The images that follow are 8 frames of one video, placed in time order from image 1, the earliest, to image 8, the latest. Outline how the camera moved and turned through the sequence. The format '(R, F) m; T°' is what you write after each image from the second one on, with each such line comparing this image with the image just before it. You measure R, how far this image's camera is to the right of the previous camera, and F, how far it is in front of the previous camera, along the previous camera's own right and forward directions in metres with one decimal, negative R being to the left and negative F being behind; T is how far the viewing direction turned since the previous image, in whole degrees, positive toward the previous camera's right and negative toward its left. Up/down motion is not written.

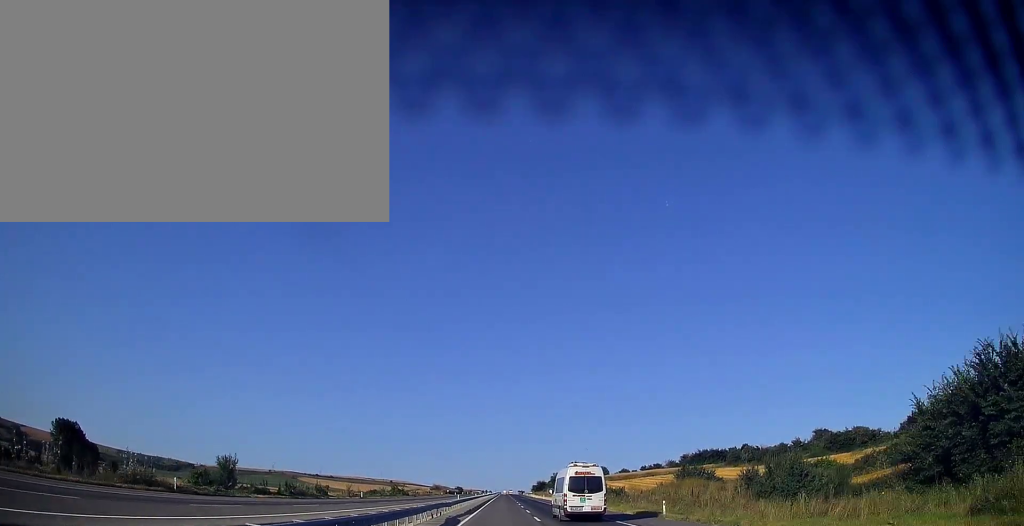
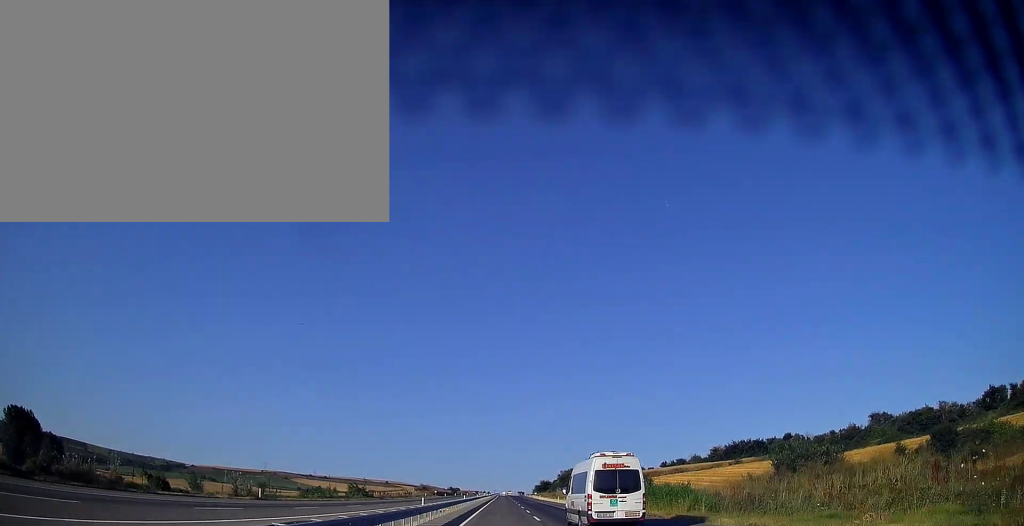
(0.0, +35.1) m; 0°
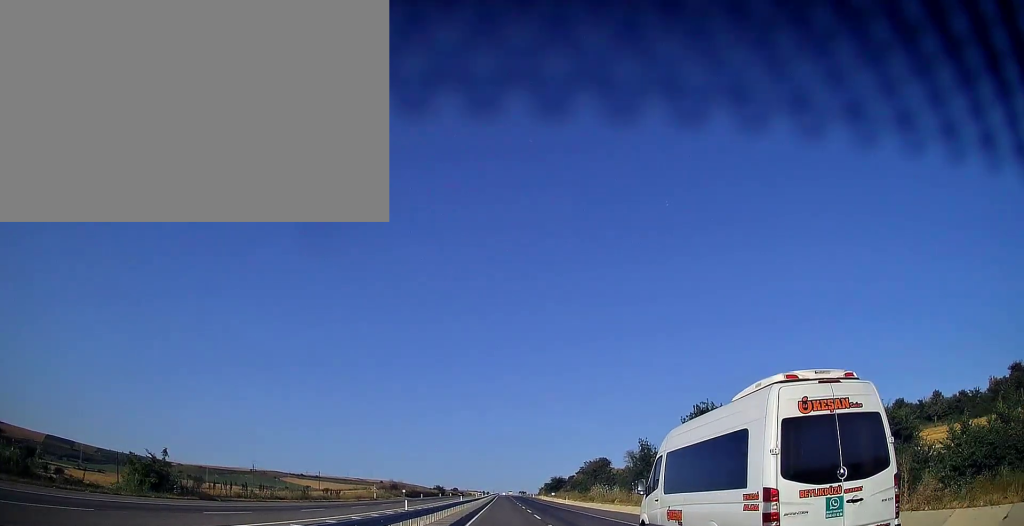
(-0.1, +57.5) m; 0°
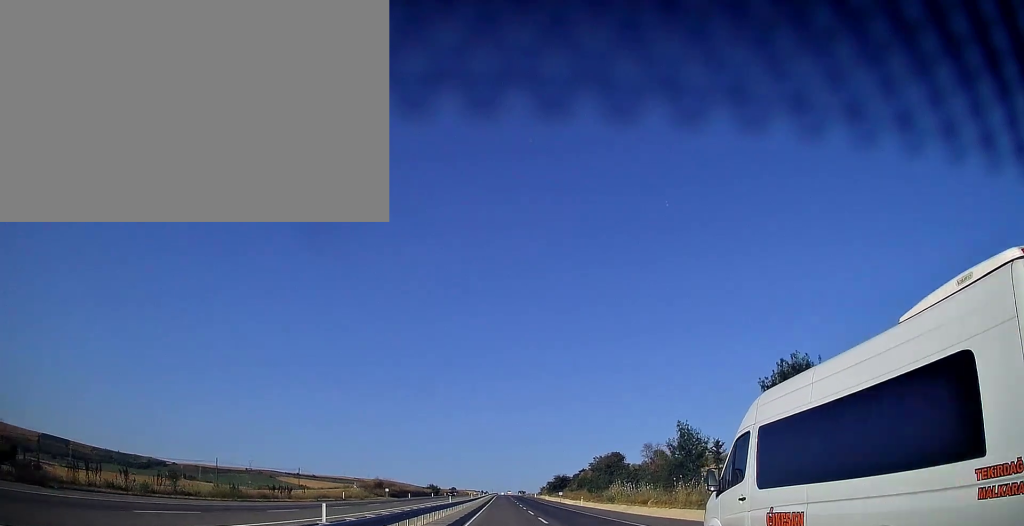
(0.0, +16.6) m; 0°
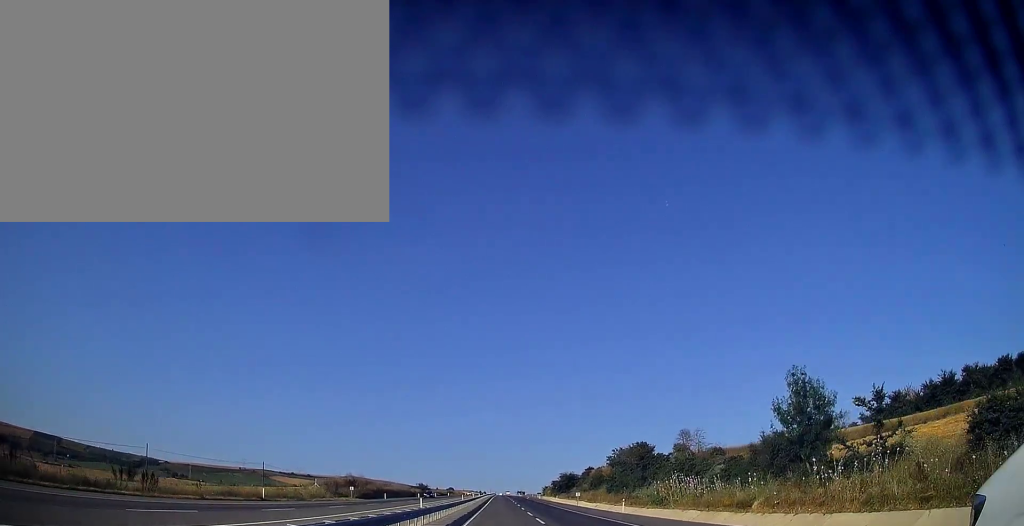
(+0.1, +23.5) m; 0°
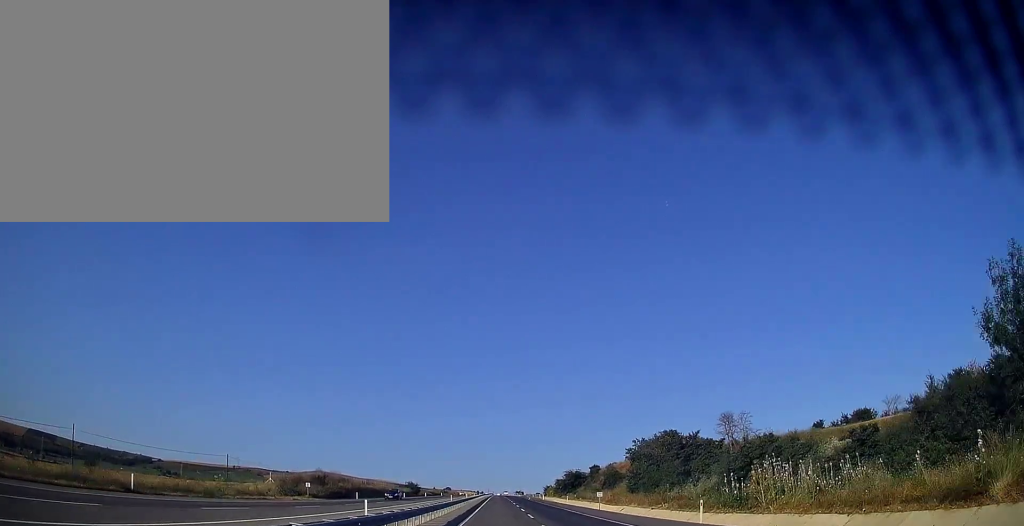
(0.0, +16.6) m; 0°
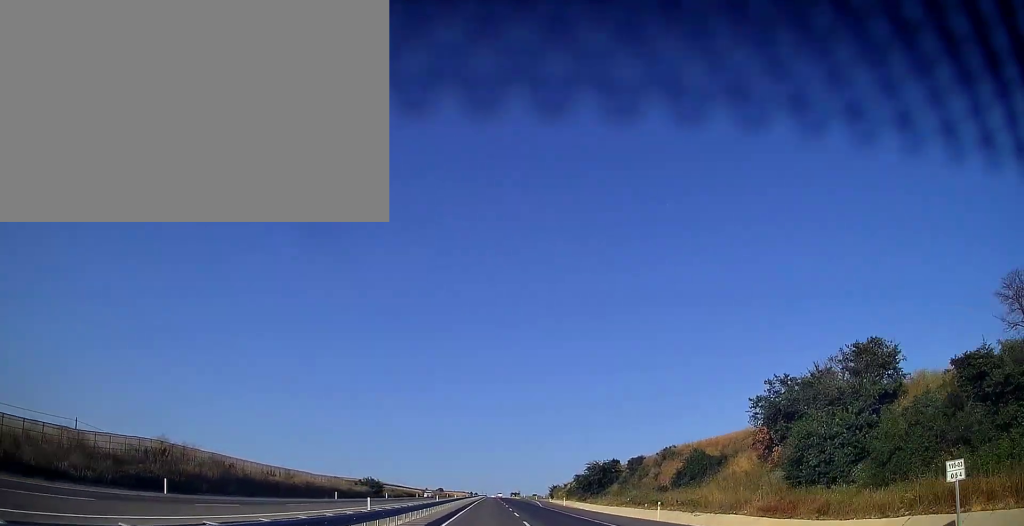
(+0.2, +45.9) m; +1°
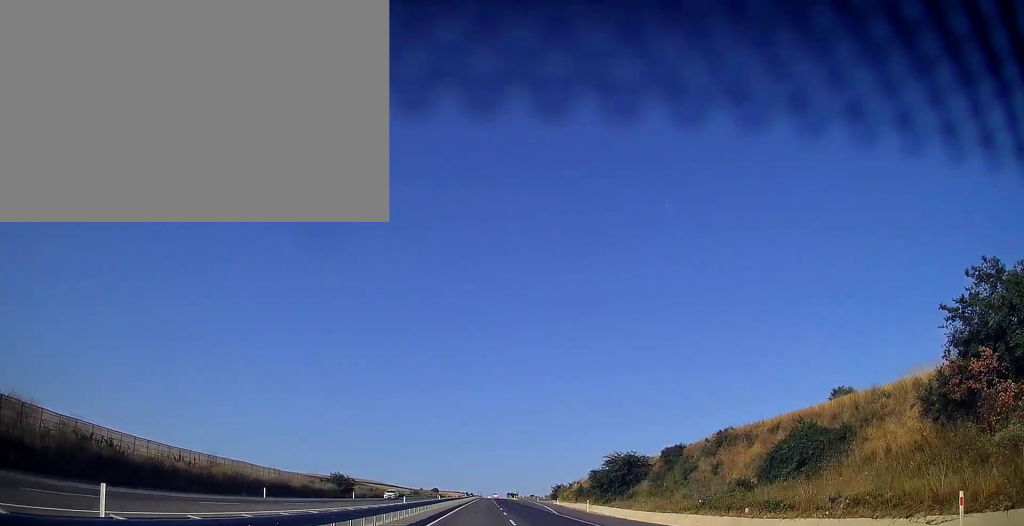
(0.0, +22.5) m; 0°
